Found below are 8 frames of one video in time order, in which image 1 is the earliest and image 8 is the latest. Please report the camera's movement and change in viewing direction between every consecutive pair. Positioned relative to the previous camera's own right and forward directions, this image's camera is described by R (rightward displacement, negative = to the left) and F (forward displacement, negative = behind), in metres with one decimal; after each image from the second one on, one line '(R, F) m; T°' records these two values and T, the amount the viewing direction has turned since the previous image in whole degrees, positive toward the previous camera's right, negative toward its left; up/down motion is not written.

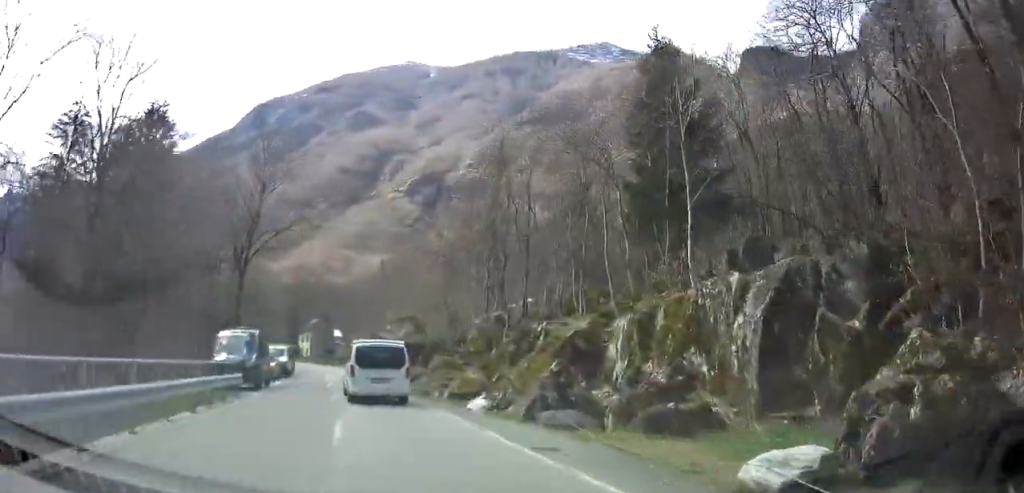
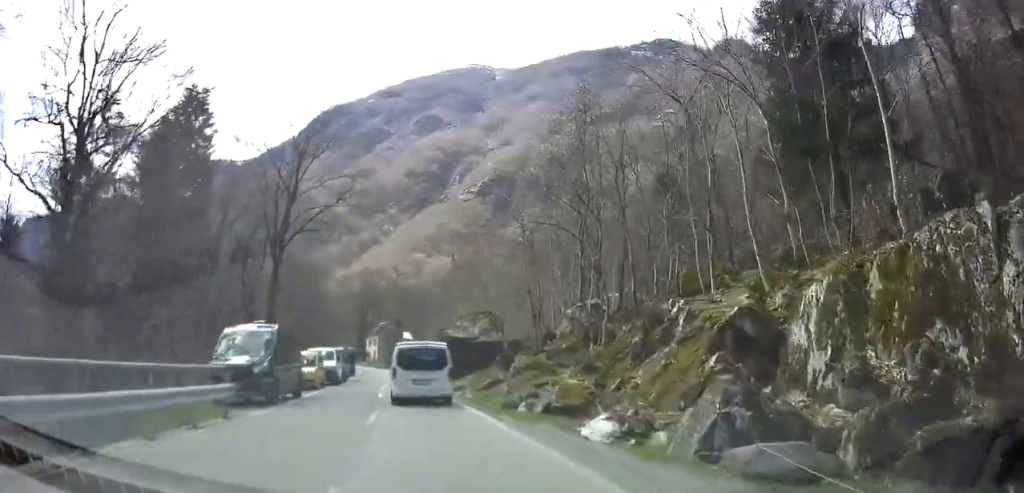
(-0.5, +6.6) m; -5°
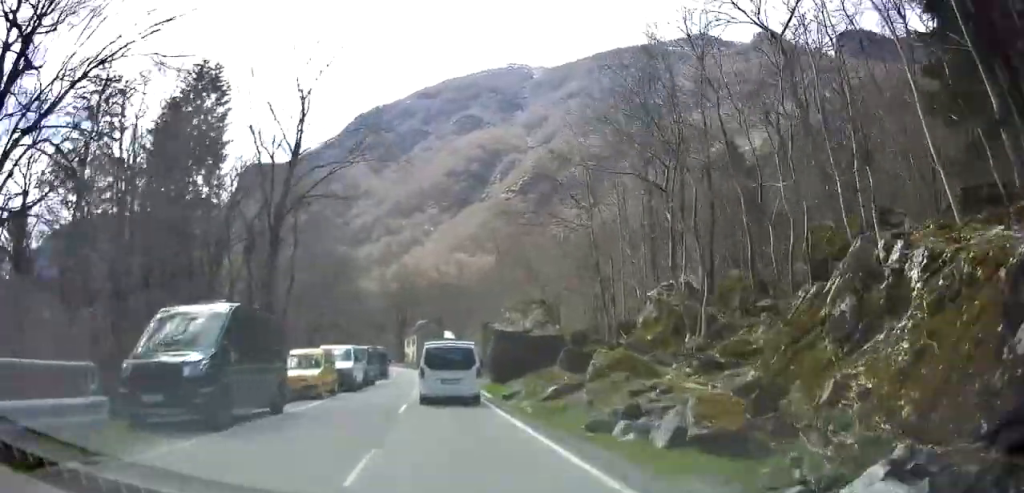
(-1.8, +6.4) m; +1°
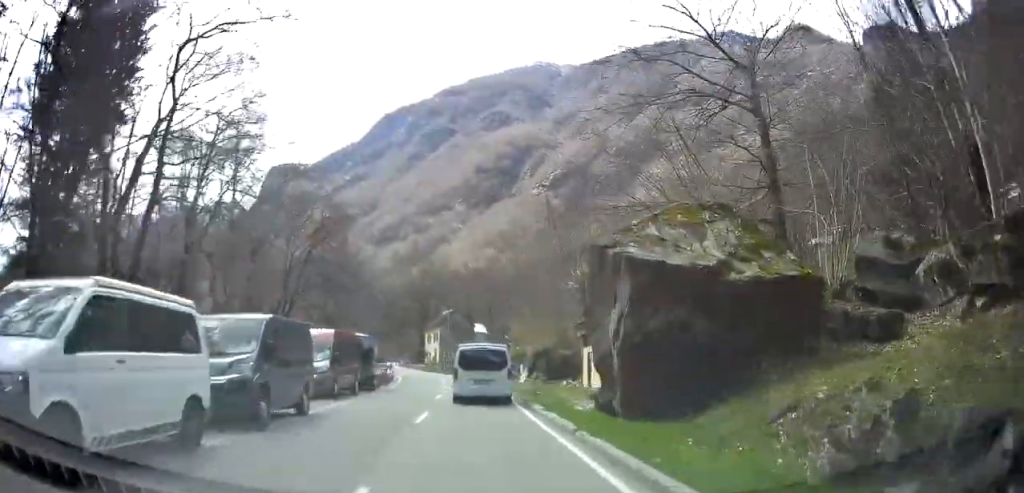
(+1.8, +21.0) m; -7°
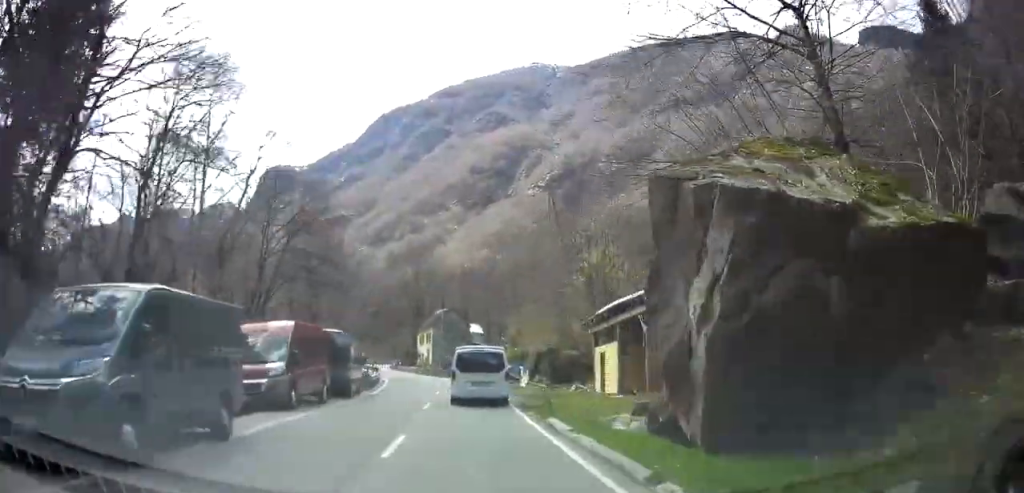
(-0.1, +4.0) m; -2°
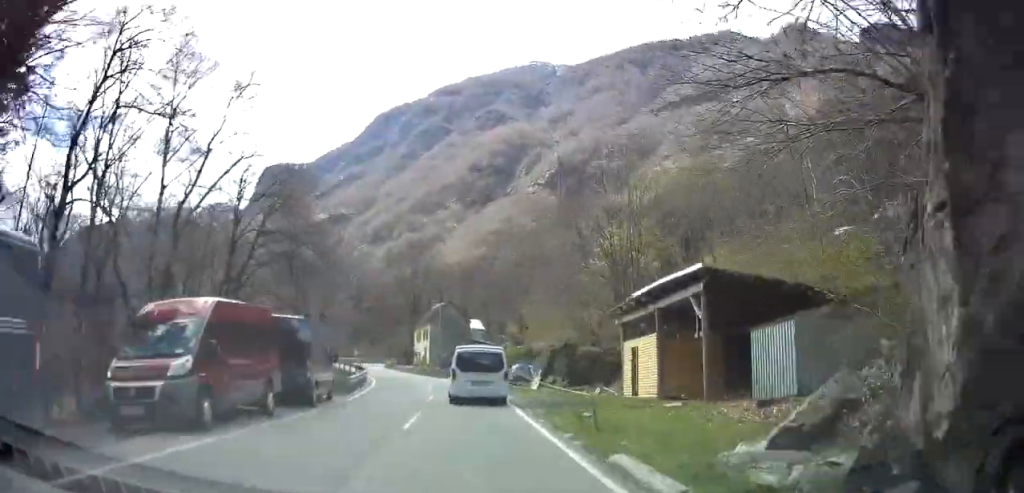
(-0.1, +4.0) m; 0°
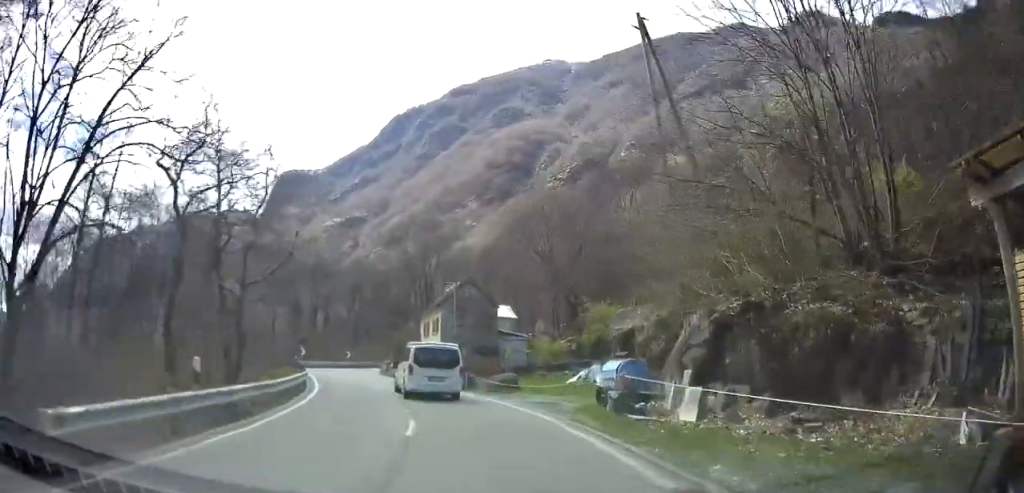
(+1.4, +18.0) m; +2°
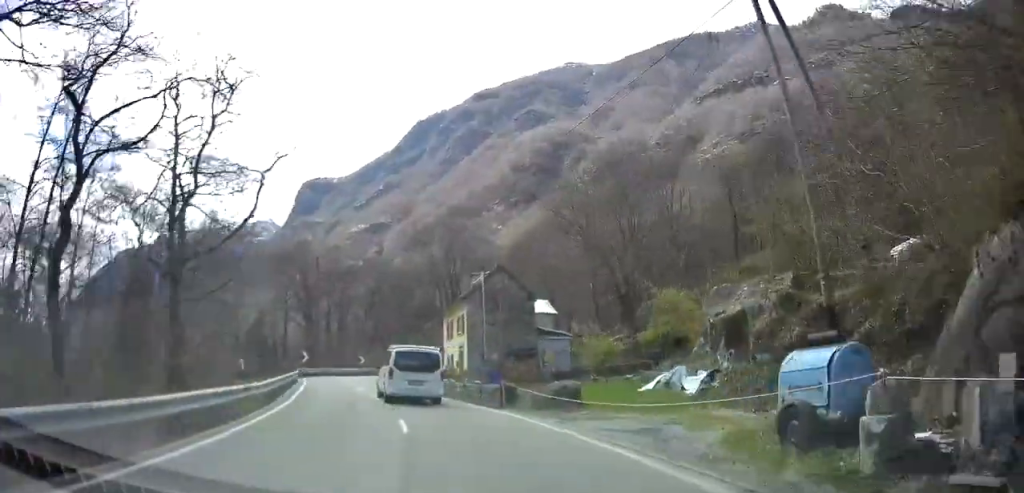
(-0.4, +8.9) m; -7°
